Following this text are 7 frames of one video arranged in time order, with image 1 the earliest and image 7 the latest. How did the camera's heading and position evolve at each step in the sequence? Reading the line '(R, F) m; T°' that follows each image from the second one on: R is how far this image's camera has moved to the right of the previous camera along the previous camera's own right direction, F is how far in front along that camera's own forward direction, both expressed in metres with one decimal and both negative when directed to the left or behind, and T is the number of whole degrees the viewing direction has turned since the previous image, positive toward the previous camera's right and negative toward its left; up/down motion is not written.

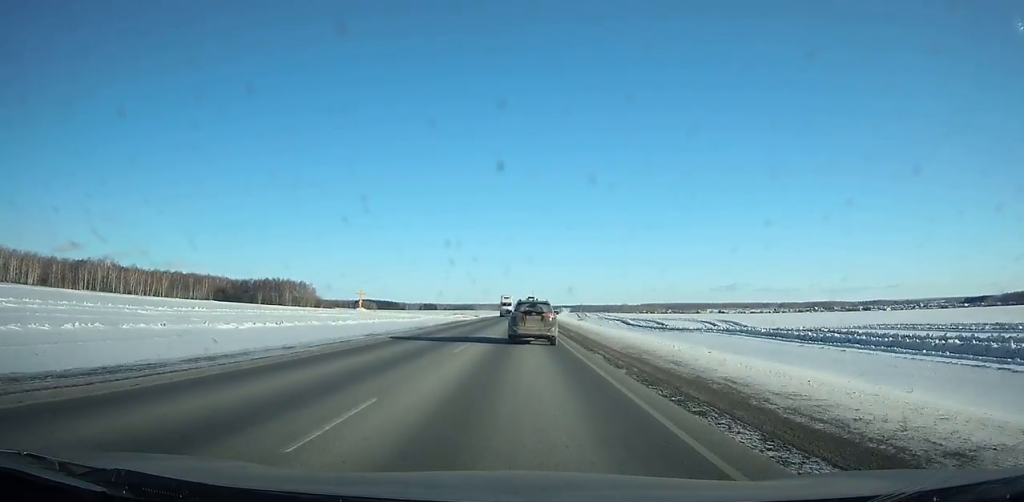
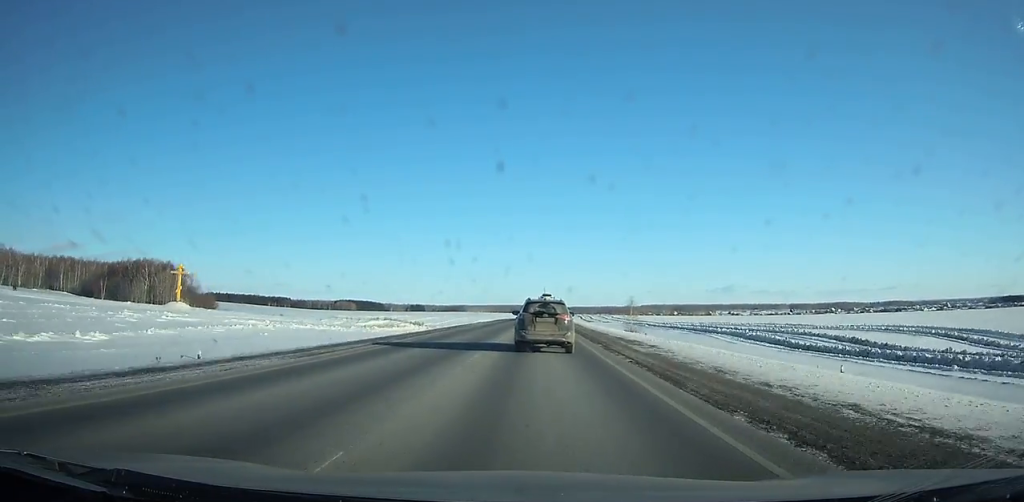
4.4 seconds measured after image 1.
(+1.3, +118.9) m; +1°
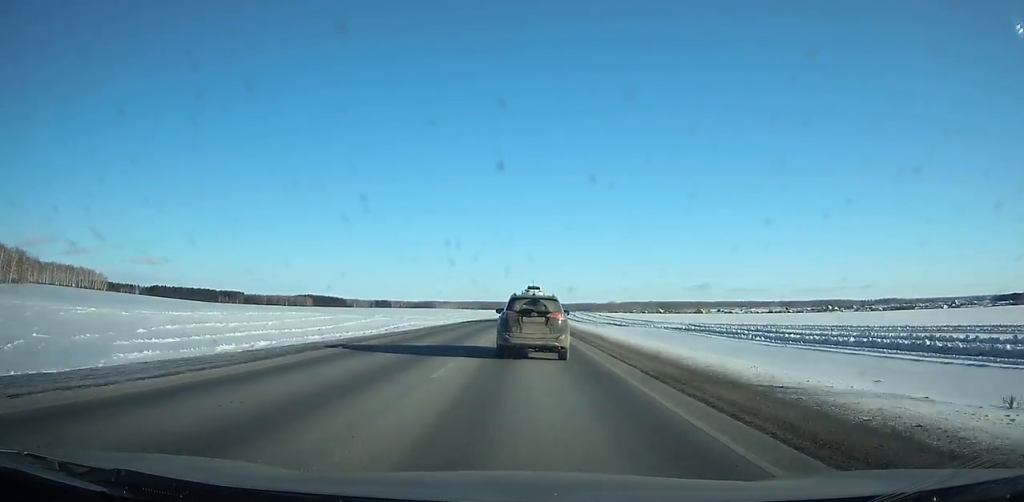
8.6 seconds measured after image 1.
(+1.0, +108.8) m; +1°
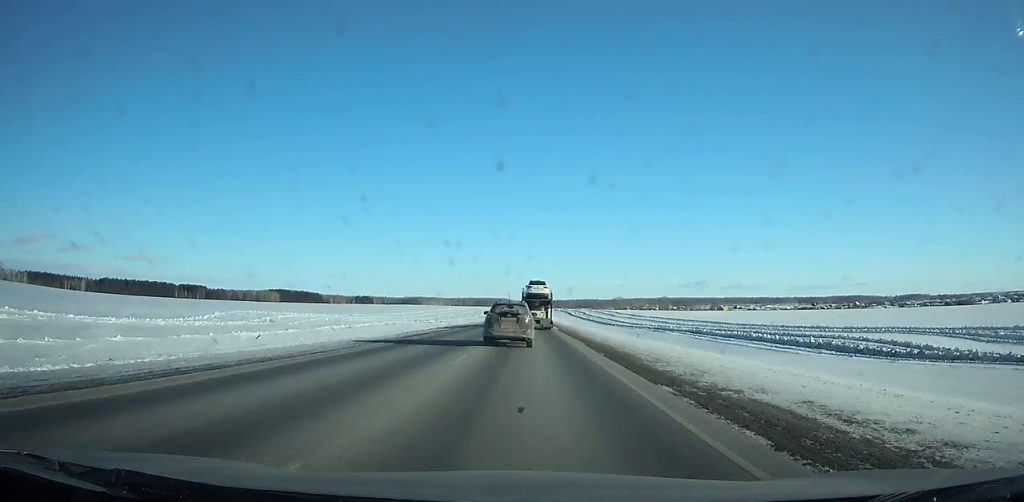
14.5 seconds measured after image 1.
(+1.8, +145.8) m; +1°
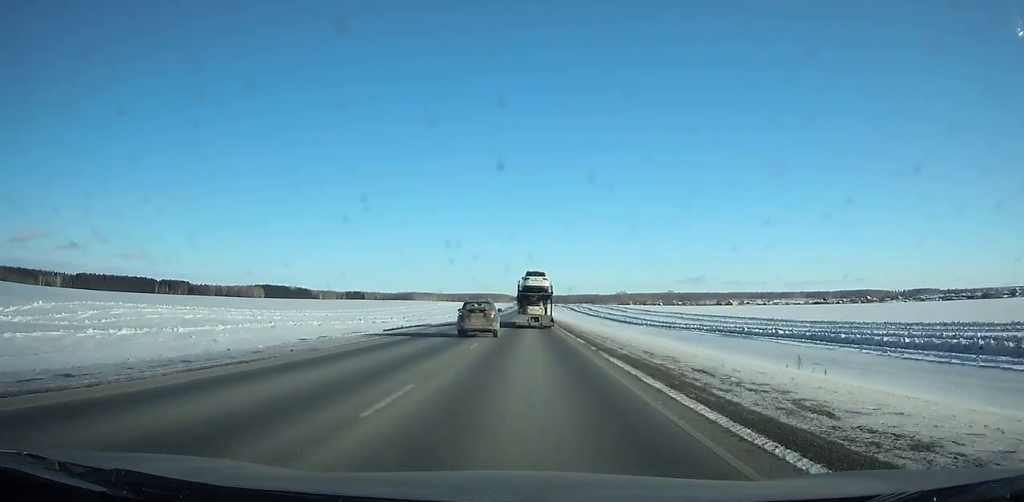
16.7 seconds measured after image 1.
(0.0, +54.6) m; 0°
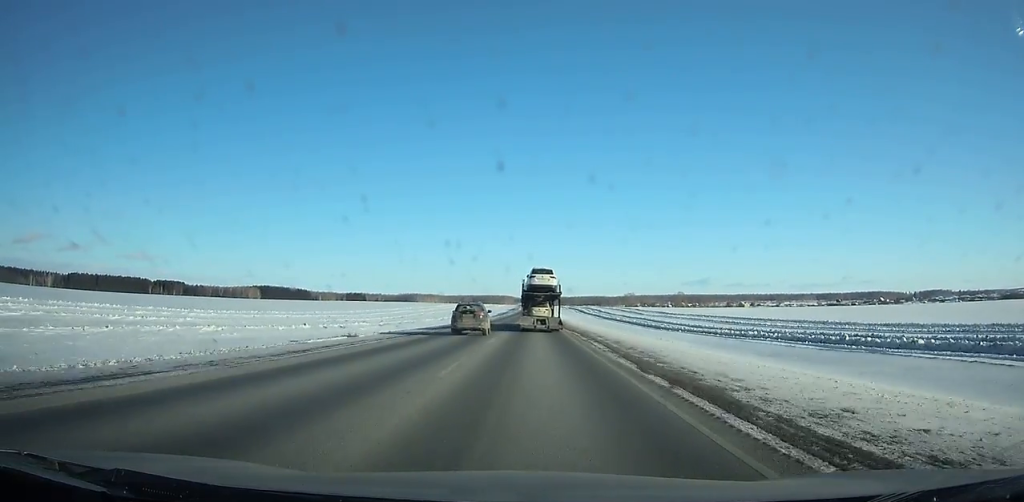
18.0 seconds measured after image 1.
(0.0, +32.4) m; 0°
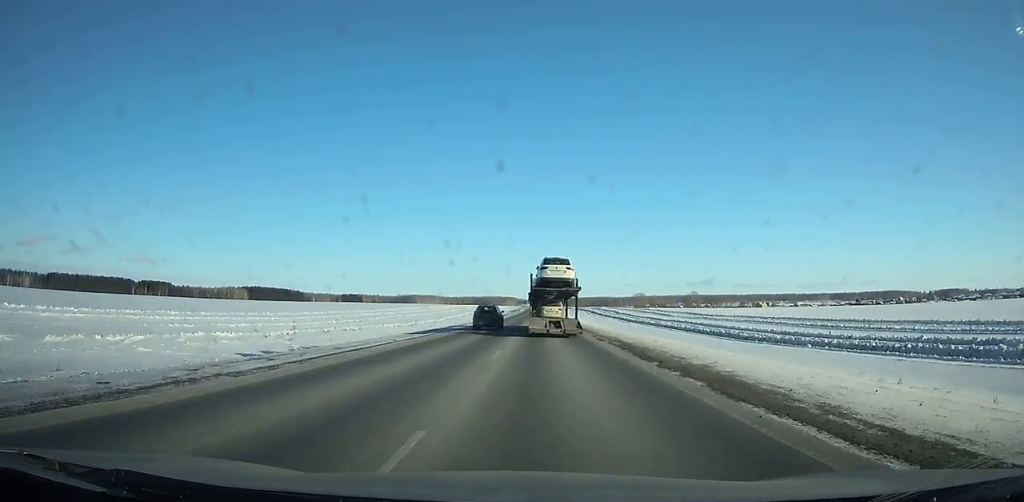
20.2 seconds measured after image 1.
(0.0, +56.8) m; 0°
